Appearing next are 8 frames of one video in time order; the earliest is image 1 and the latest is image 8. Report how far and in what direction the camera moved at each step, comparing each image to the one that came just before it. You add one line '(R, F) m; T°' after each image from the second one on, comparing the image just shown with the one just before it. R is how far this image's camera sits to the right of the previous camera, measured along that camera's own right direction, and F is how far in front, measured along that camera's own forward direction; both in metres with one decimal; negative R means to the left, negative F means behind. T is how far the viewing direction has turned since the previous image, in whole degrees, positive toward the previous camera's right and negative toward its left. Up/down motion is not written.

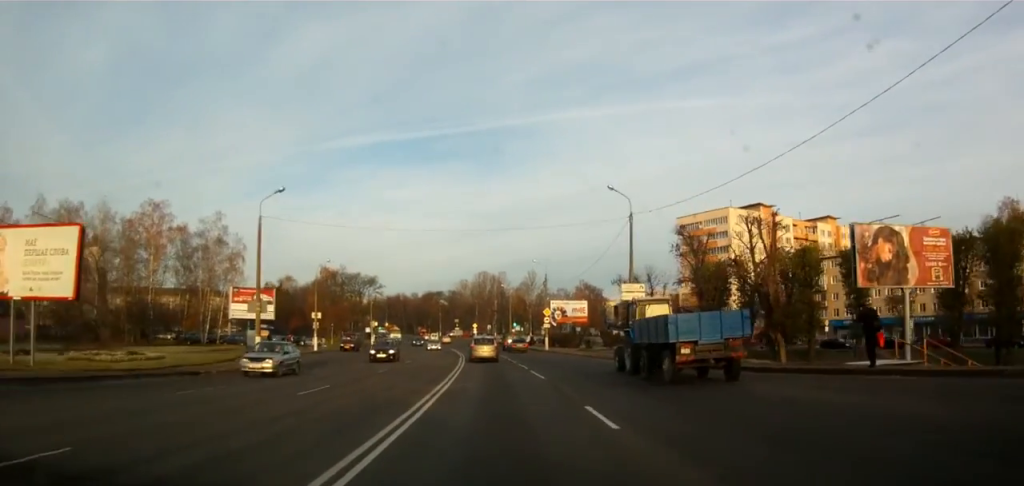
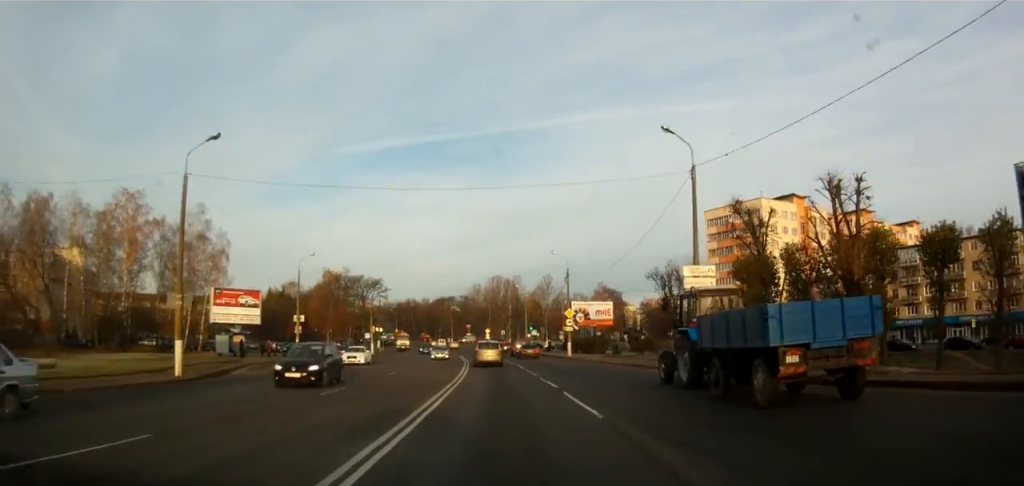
(0.0, +10.6) m; 0°
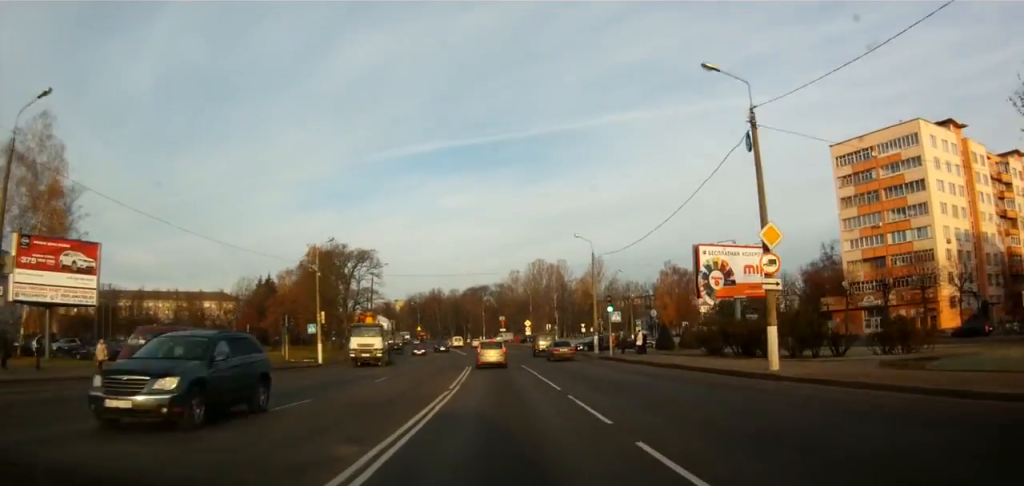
(-1.3, +41.5) m; -4°
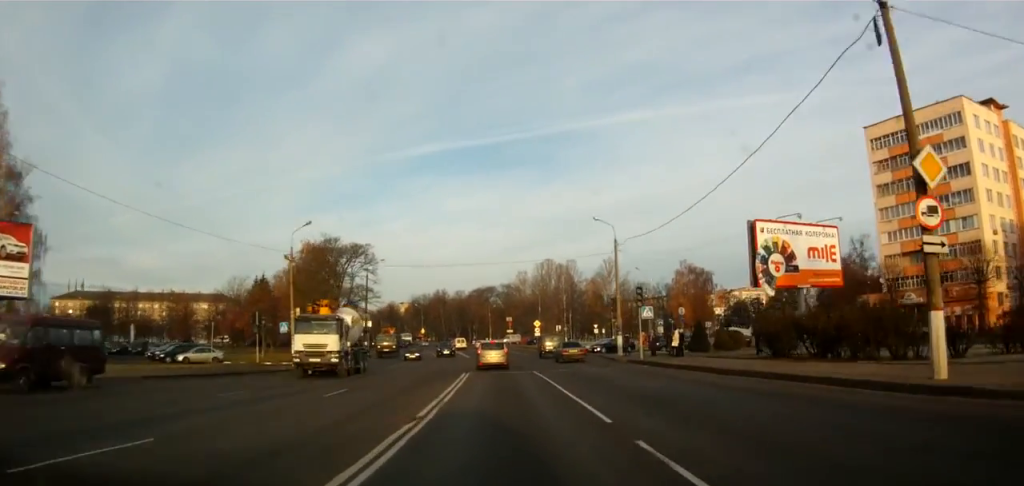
(+0.1, +8.4) m; 0°
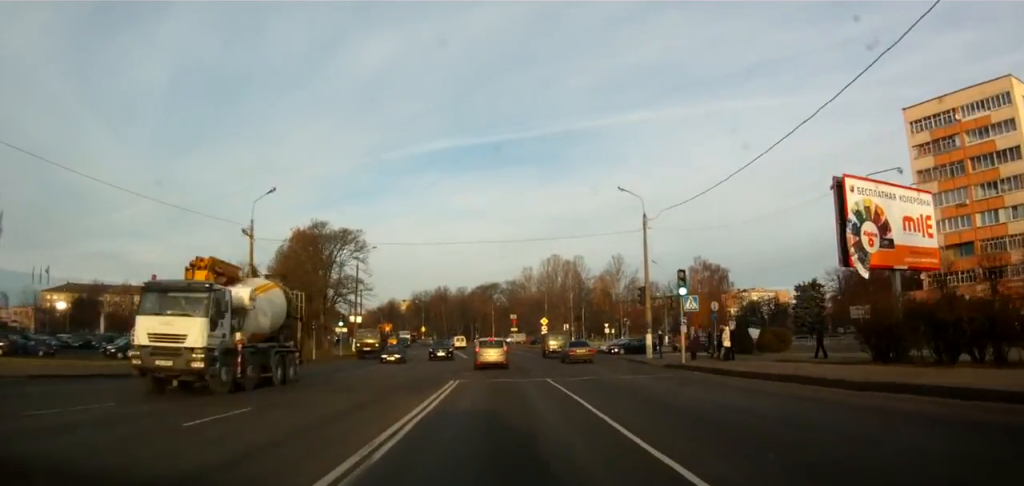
(+0.1, +7.7) m; -1°
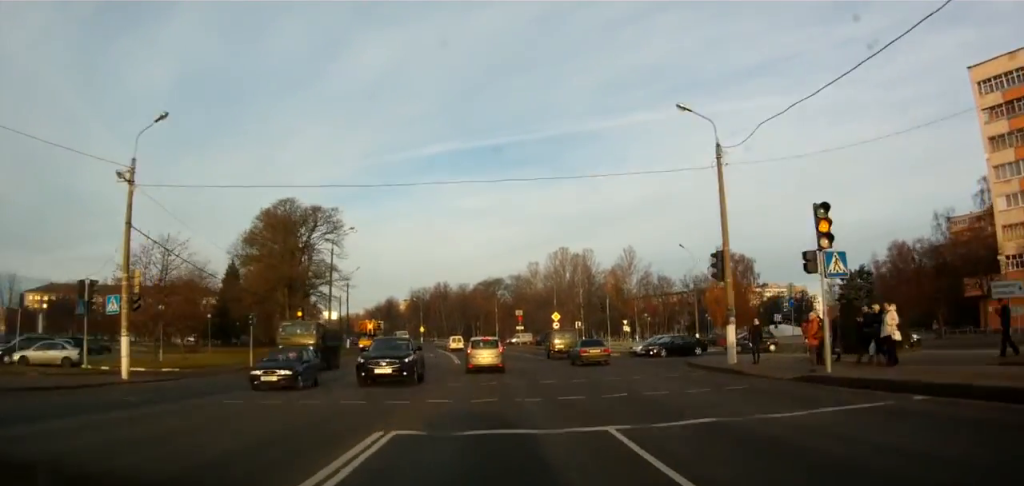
(-0.3, +12.4) m; -2°
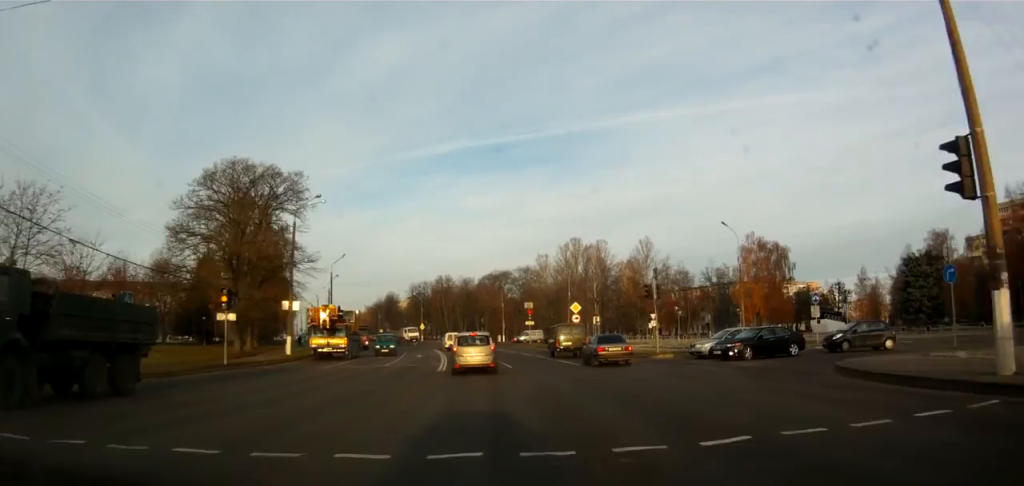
(-0.4, +13.3) m; -1°
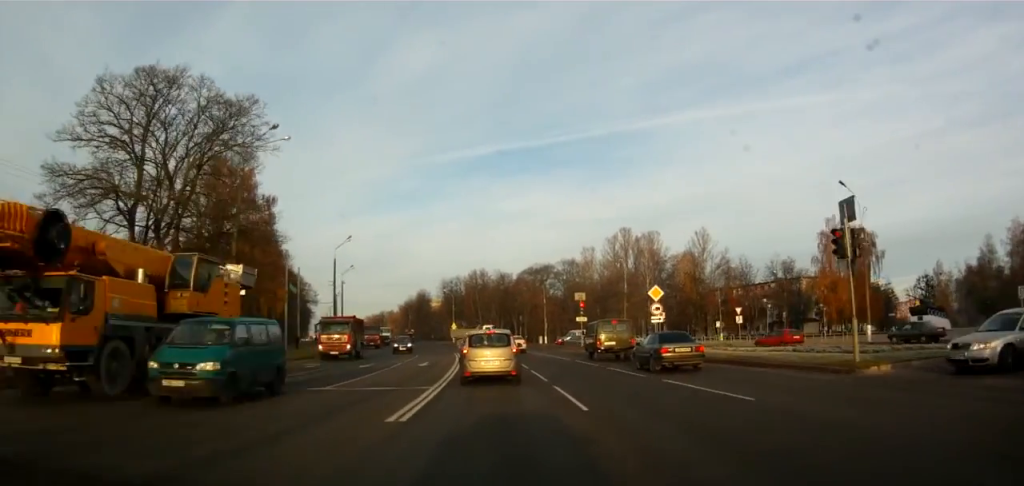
(-0.1, +16.7) m; -3°
